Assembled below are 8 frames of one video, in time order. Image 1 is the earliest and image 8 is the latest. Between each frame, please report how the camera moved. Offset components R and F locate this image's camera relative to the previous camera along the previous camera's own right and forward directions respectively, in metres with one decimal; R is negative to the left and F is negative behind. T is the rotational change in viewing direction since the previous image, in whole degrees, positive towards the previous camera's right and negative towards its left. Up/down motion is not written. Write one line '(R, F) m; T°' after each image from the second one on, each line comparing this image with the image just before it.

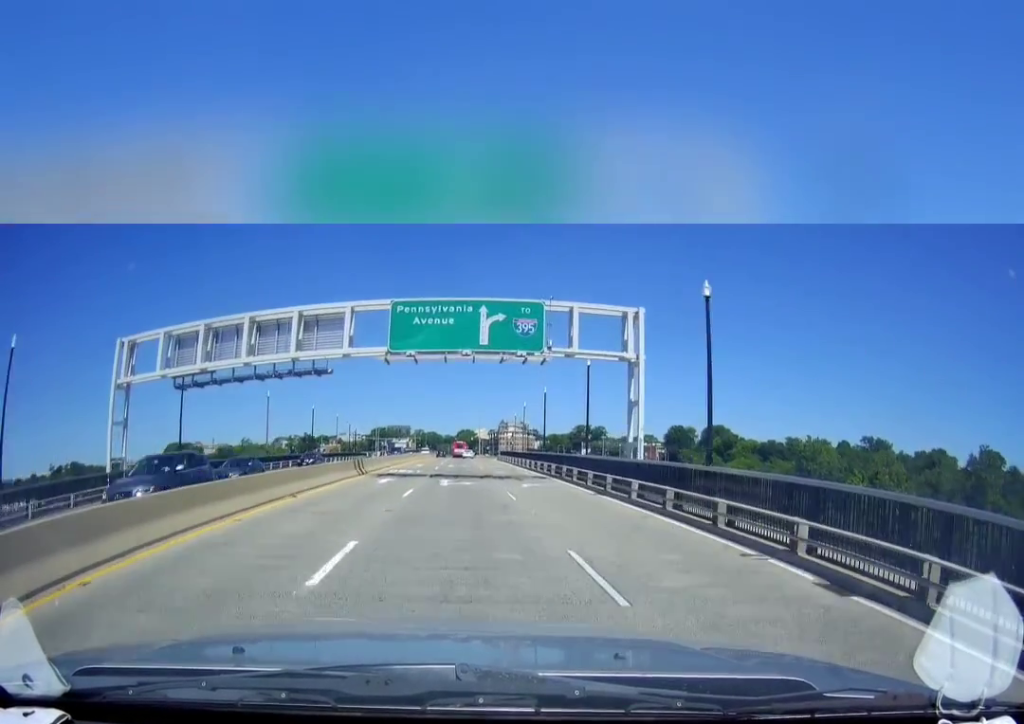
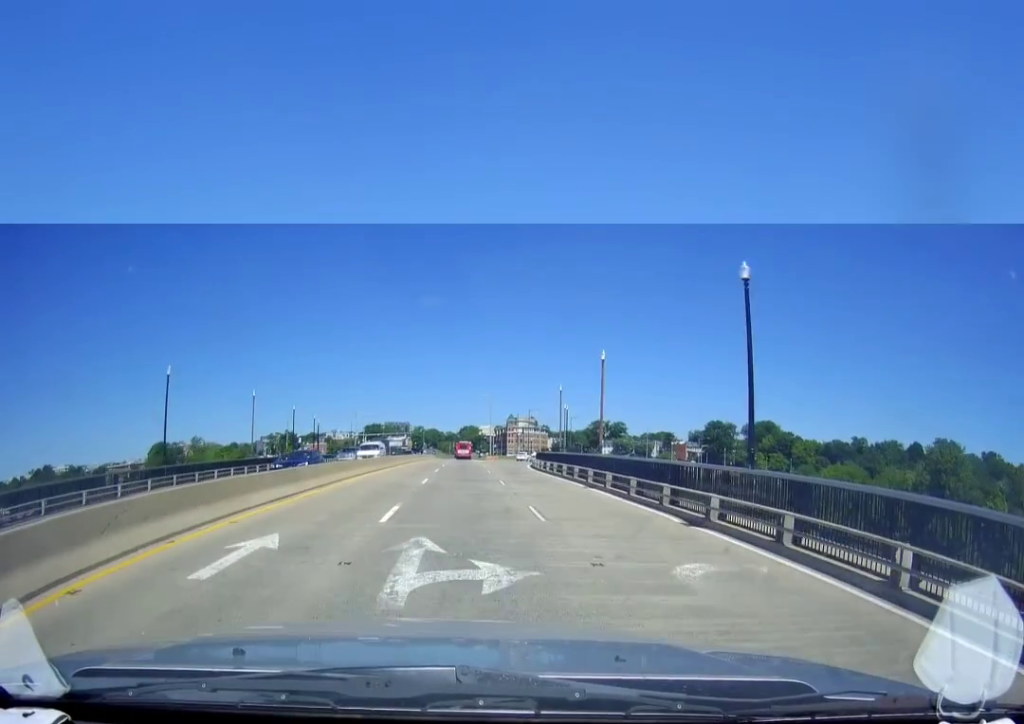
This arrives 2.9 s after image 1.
(-0.3, +43.6) m; -1°
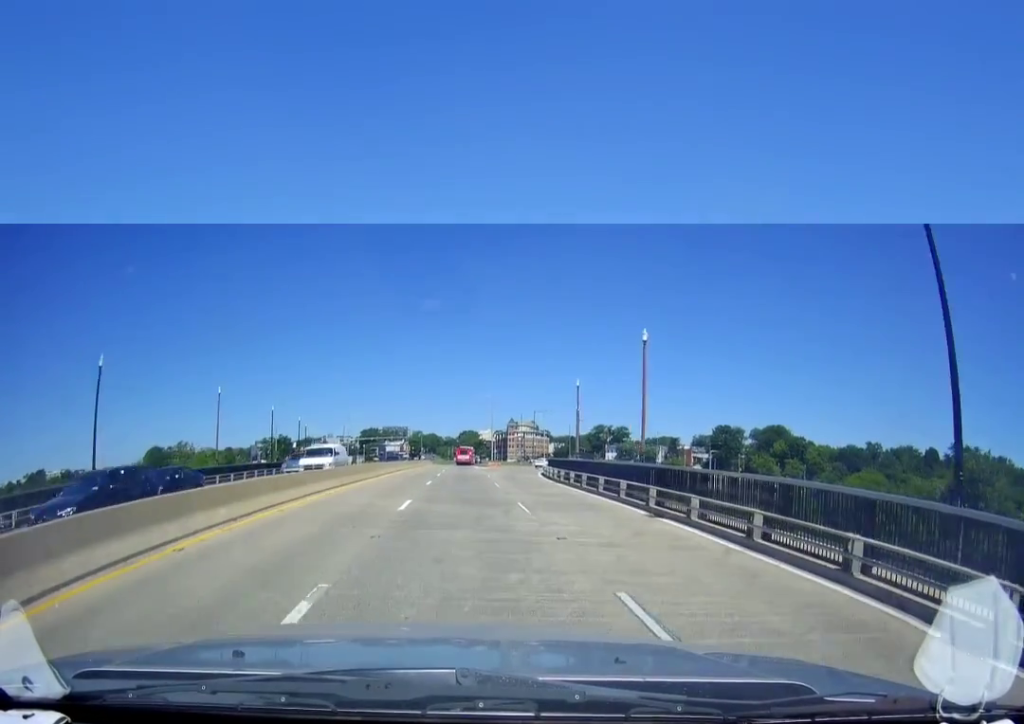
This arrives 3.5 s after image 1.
(+0.1, +9.4) m; 0°
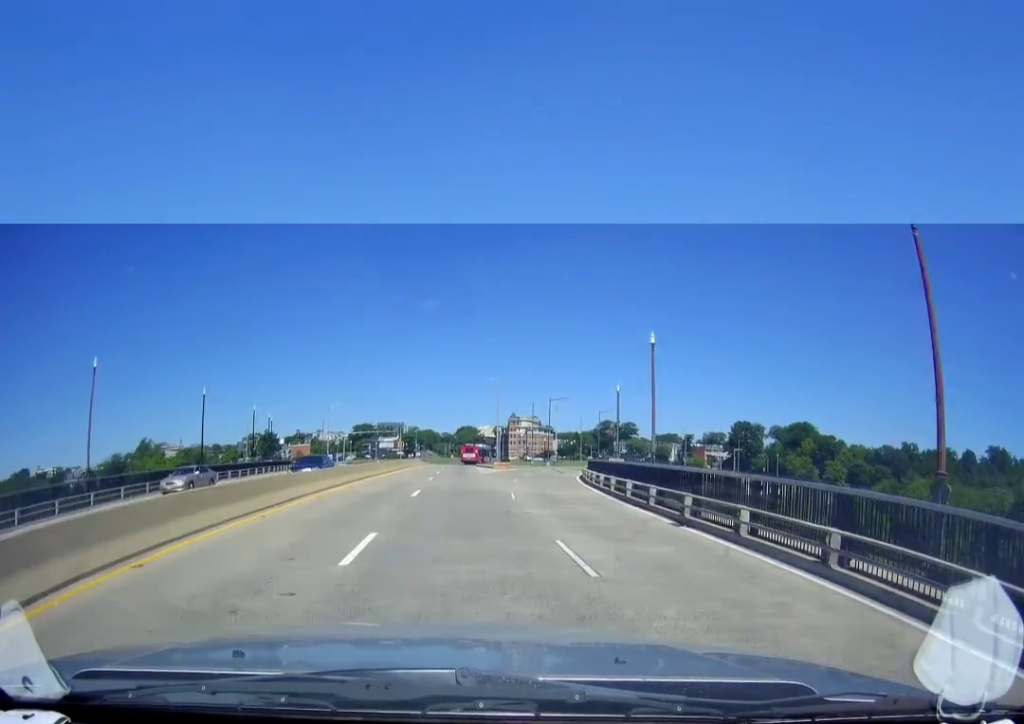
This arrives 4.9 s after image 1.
(0.0, +19.8) m; -2°
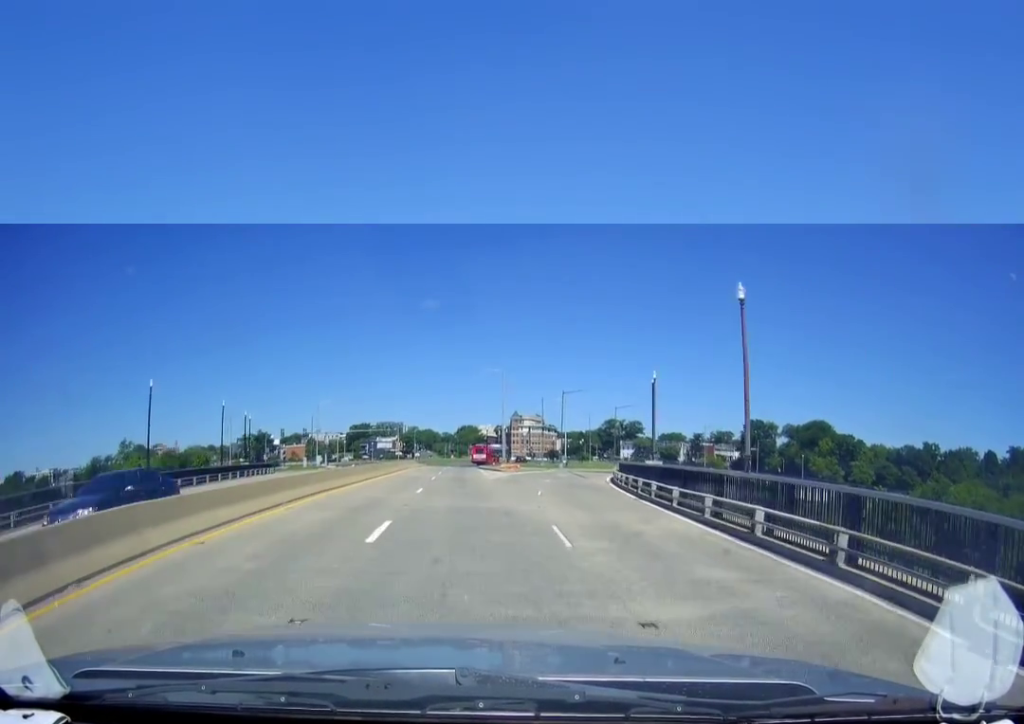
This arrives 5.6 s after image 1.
(-0.2, +10.4) m; 0°
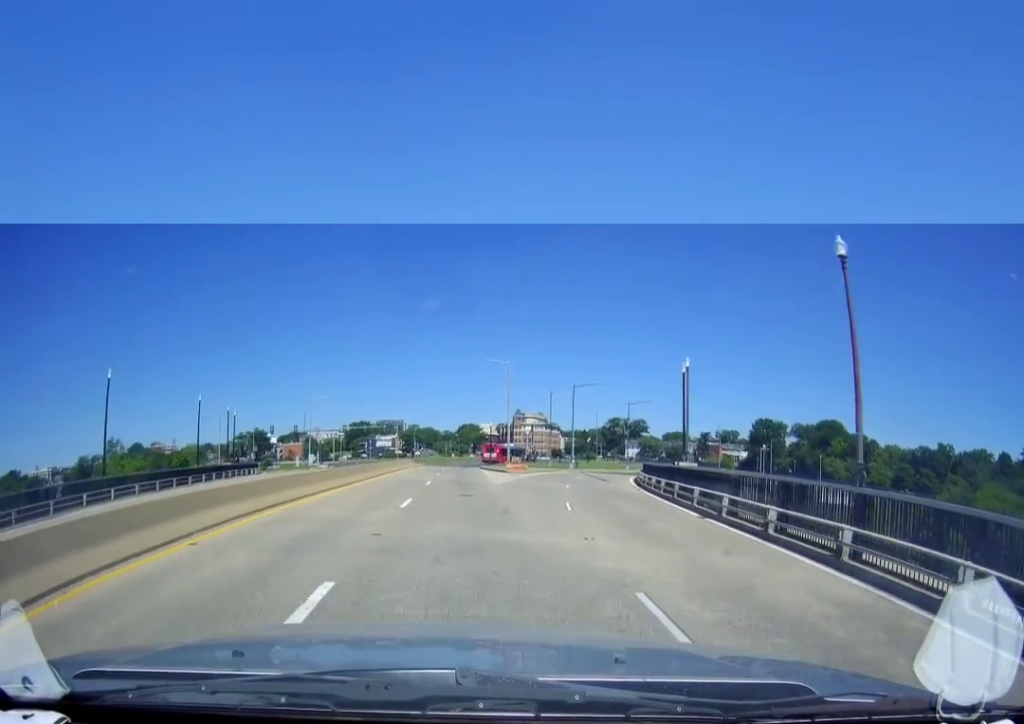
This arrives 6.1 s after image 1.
(-0.2, +6.1) m; +1°
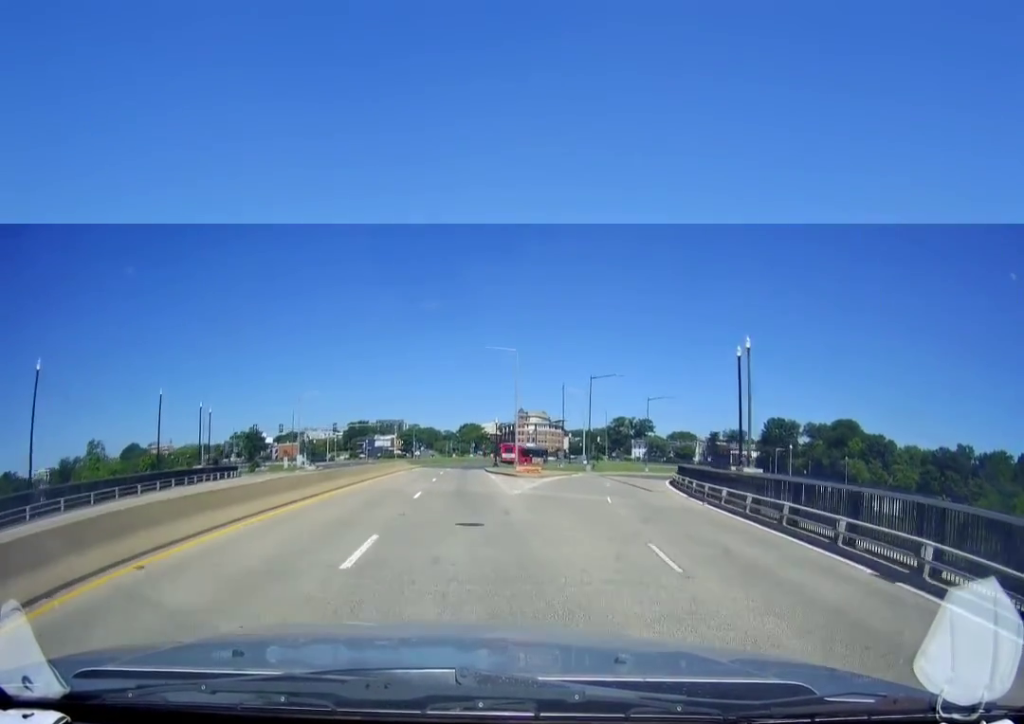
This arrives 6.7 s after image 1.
(+0.3, +8.3) m; +1°
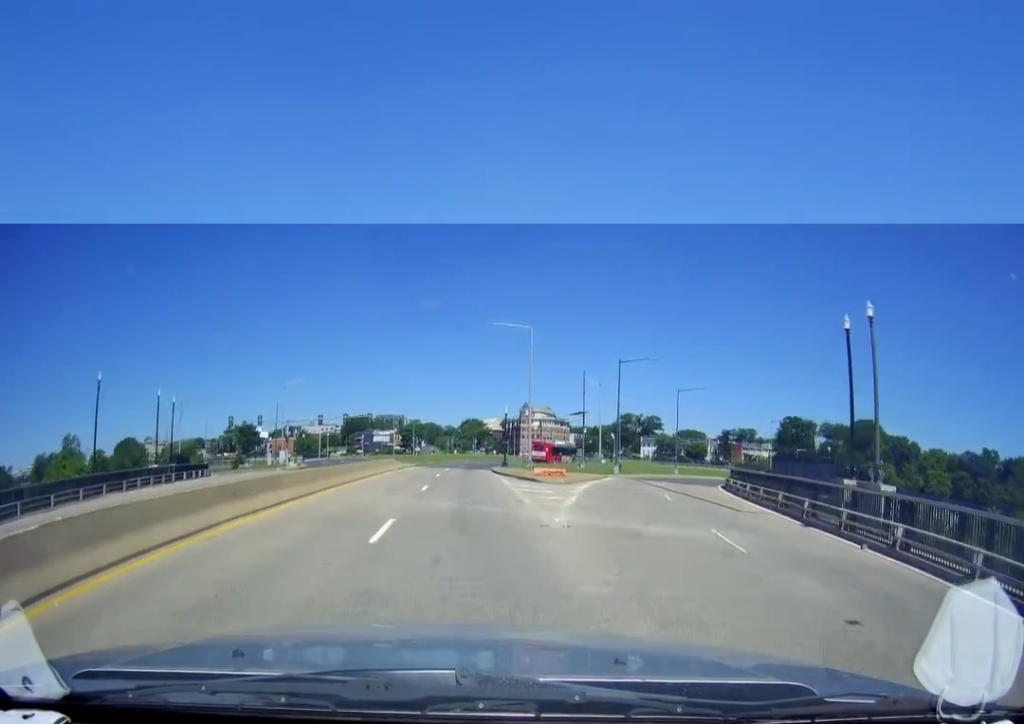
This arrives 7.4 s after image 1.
(+0.2, +10.1) m; +1°
